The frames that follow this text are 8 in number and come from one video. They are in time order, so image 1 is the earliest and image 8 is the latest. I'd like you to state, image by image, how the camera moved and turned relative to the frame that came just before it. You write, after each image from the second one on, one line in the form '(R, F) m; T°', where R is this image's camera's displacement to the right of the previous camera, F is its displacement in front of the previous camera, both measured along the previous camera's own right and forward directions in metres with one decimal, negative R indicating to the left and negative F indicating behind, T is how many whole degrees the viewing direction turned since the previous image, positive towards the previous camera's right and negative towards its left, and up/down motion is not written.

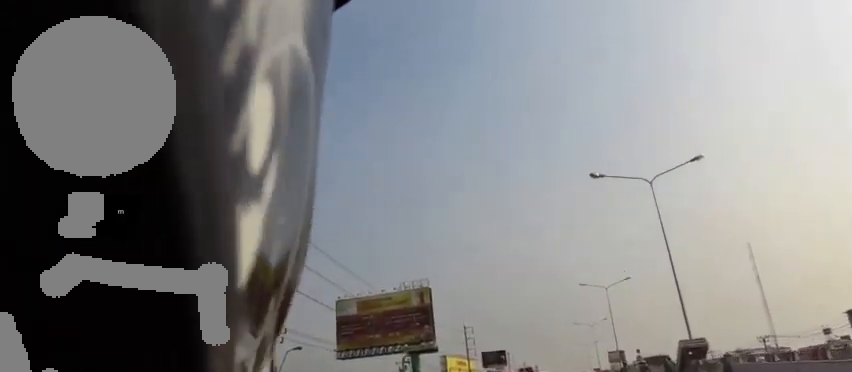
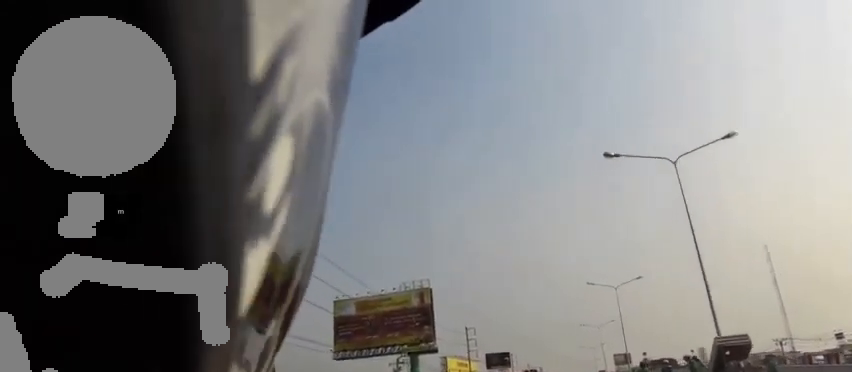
(0.0, +4.0) m; 0°
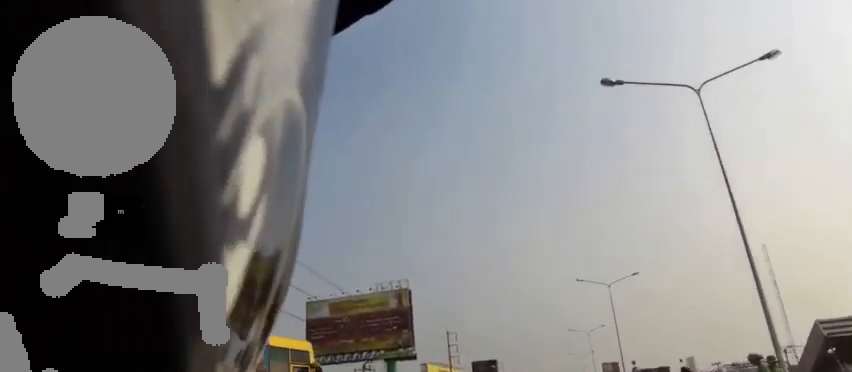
(0.0, +7.3) m; -1°
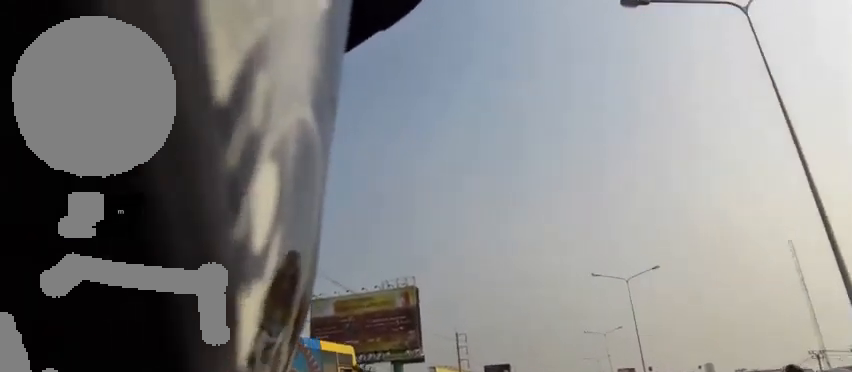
(0.0, +4.2) m; 0°
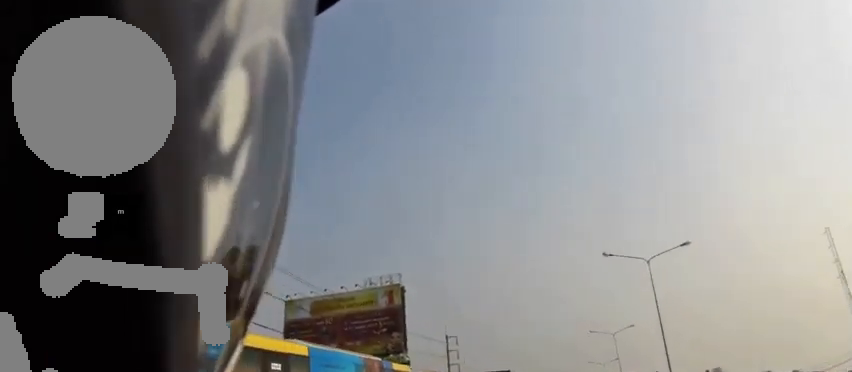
(-0.1, +12.4) m; 0°
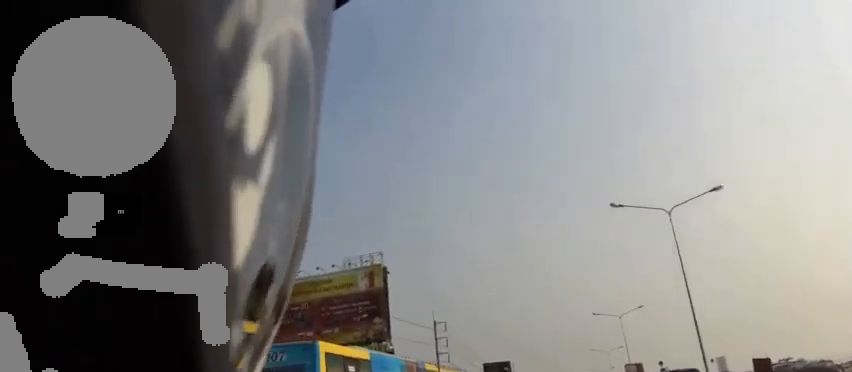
(+0.1, +9.6) m; +1°
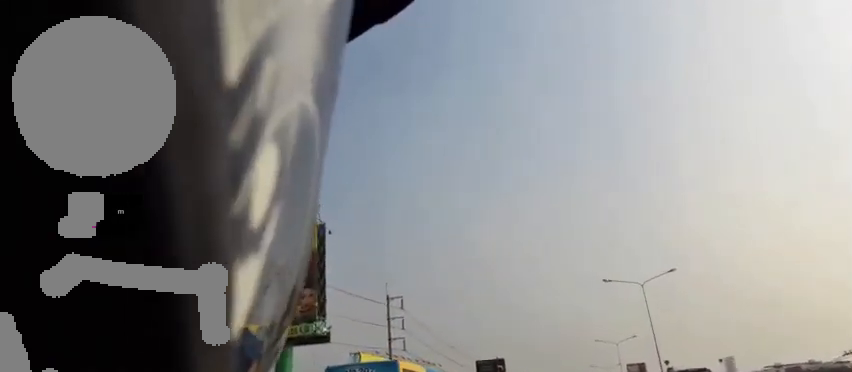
(+0.1, +22.1) m; 0°
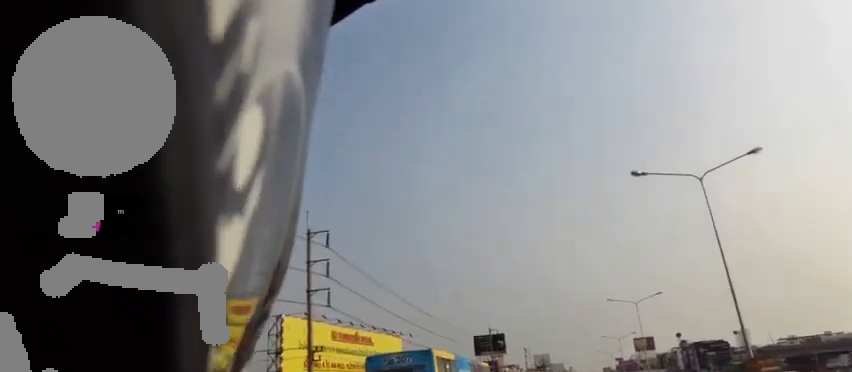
(+0.1, +20.3) m; 0°
